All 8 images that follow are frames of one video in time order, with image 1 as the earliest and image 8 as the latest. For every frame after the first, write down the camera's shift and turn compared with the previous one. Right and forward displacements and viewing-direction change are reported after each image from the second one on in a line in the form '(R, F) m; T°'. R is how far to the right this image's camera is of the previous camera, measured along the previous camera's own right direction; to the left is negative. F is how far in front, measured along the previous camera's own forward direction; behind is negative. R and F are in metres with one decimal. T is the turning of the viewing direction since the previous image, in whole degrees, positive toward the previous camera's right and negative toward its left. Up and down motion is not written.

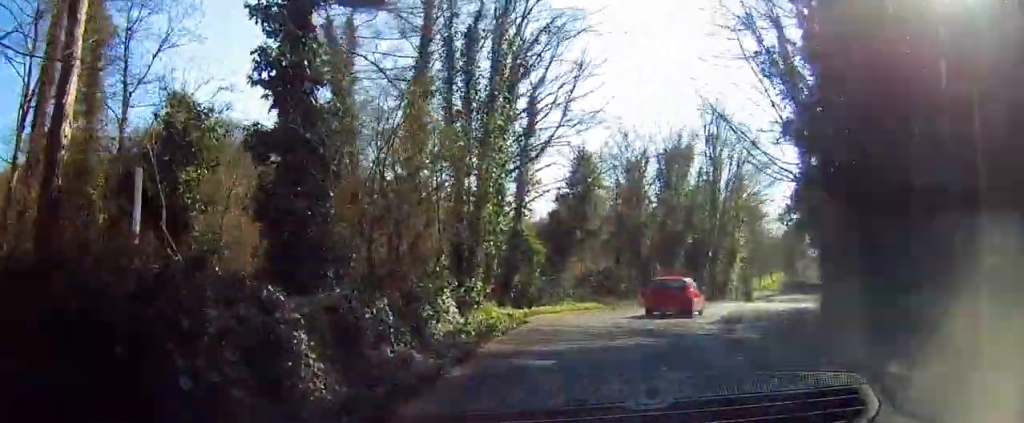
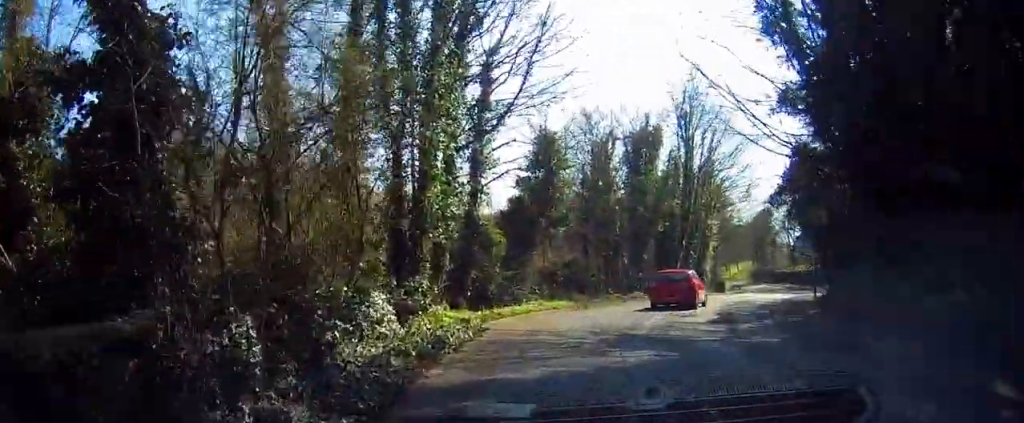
(+0.1, +3.6) m; +3°
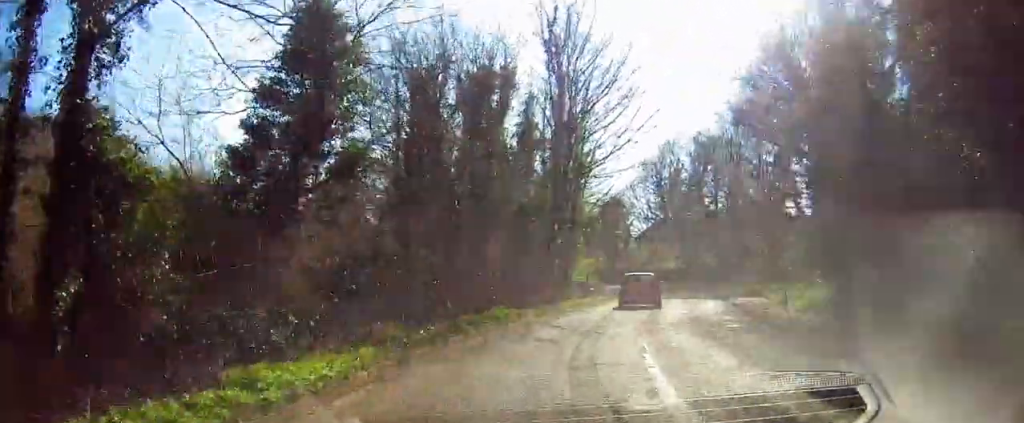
(+2.2, +15.1) m; +16°
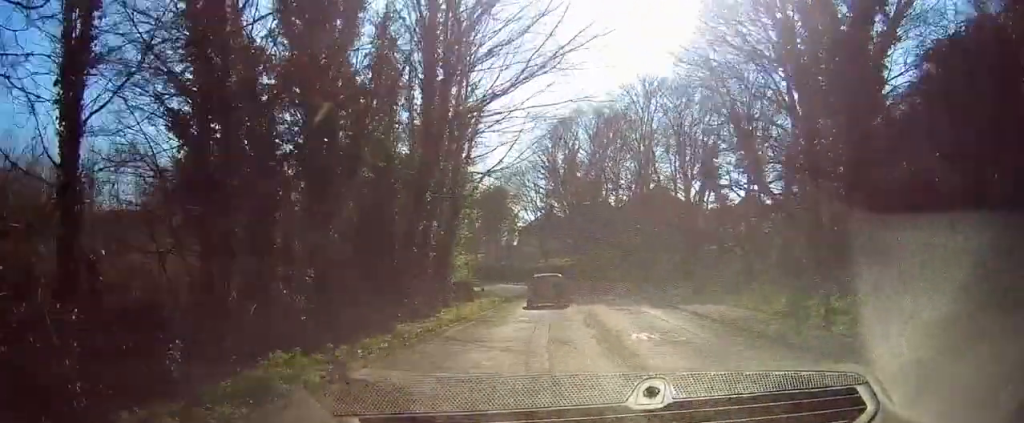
(+0.9, +10.9) m; +8°
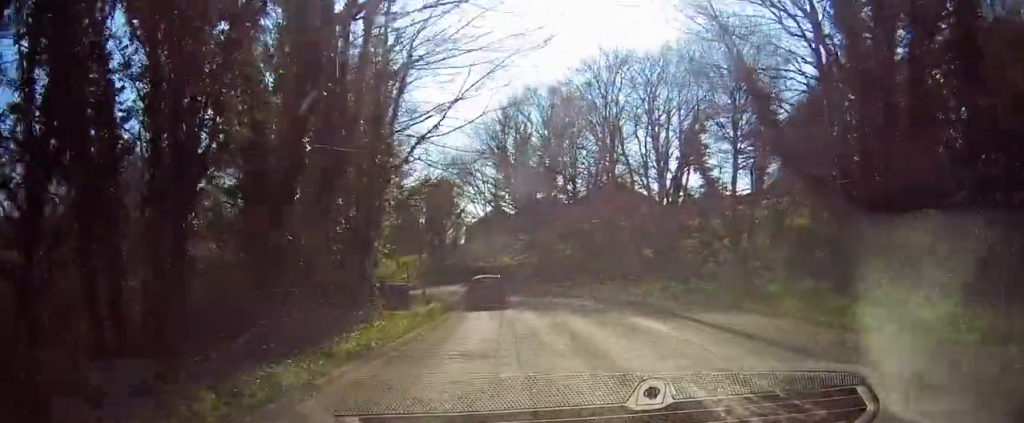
(+0.2, +7.8) m; +4°
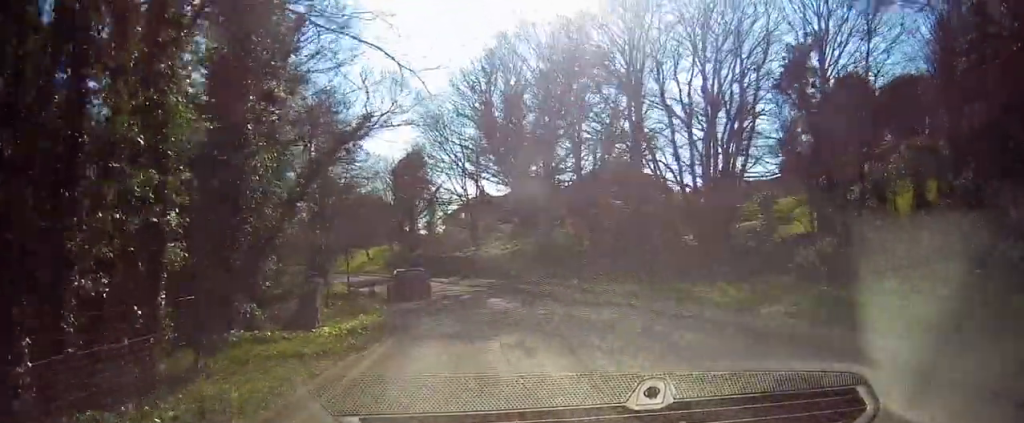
(+0.8, +14.2) m; +4°
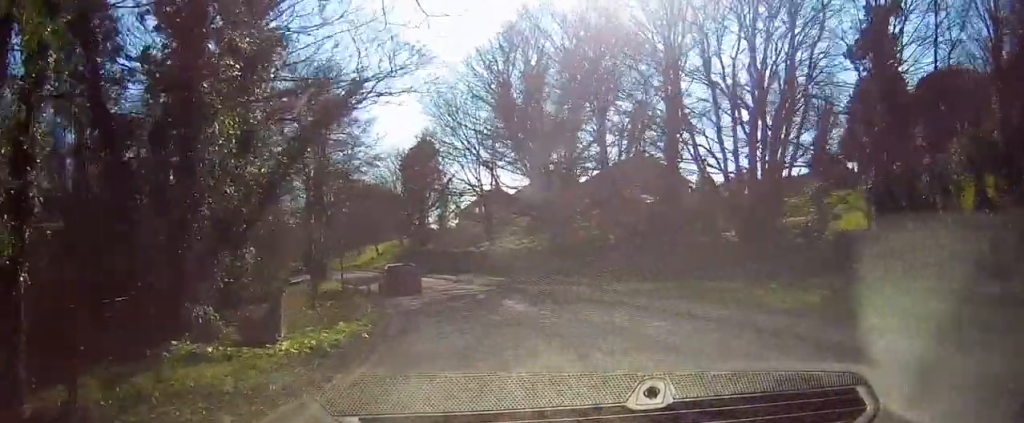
(0.0, +4.2) m; 0°
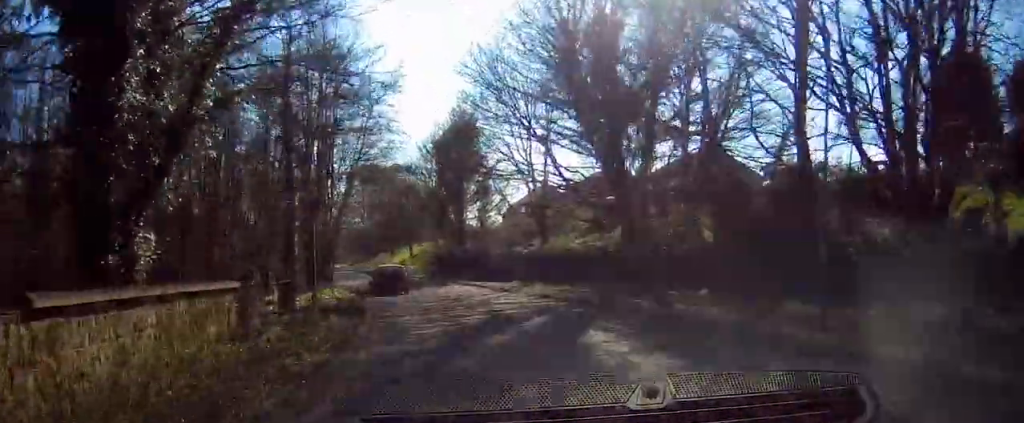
(0.0, +10.7) m; 0°
